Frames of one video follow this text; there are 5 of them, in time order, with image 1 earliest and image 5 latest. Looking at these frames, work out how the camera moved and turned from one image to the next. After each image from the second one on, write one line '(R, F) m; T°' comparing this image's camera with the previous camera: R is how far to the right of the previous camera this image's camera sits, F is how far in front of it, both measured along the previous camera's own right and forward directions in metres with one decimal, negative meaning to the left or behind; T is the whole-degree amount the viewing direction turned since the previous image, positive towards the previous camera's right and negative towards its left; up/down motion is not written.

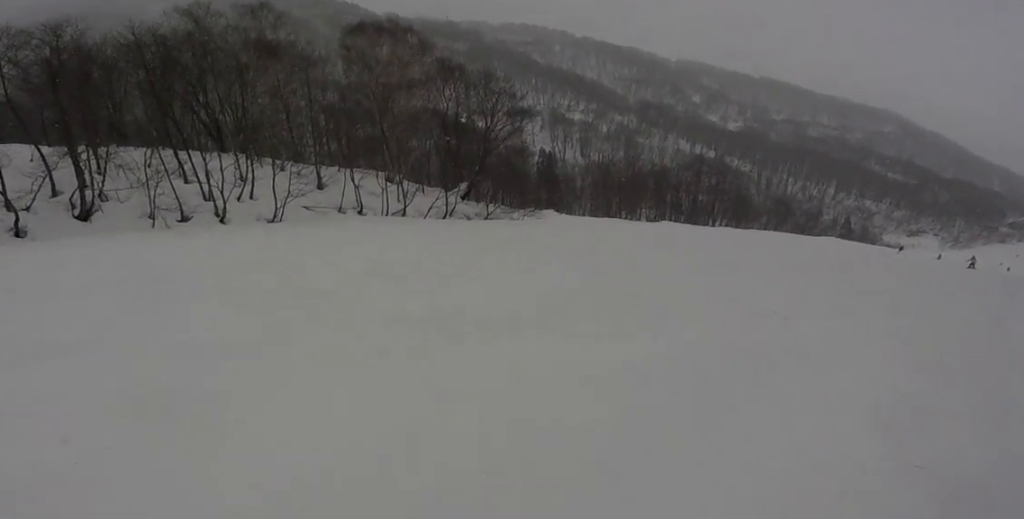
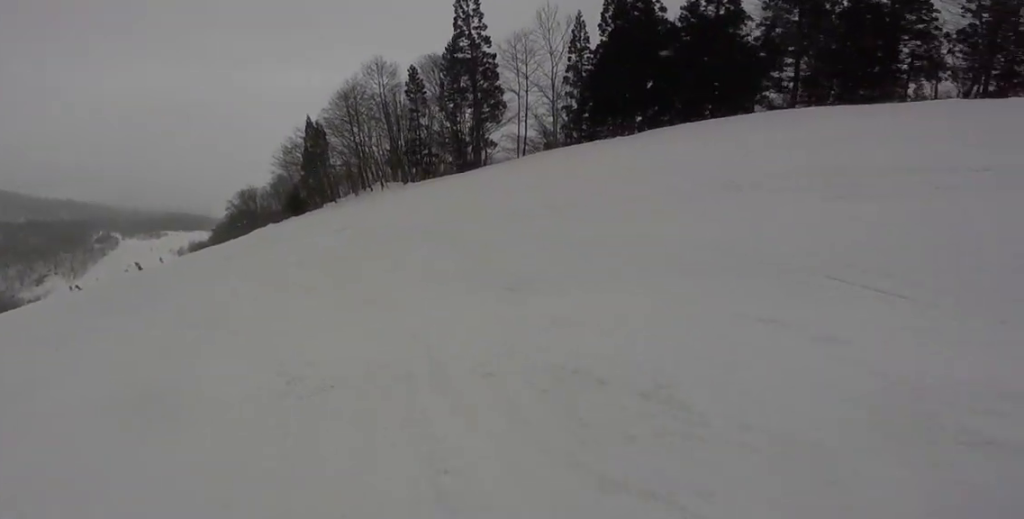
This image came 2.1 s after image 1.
(+2.4, +8.4) m; +46°
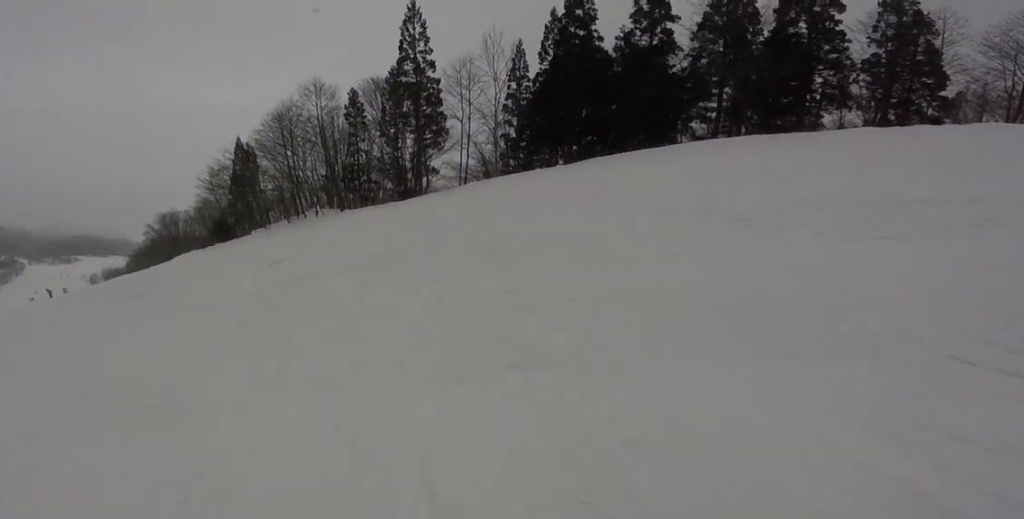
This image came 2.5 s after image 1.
(-0.6, +1.8) m; +14°
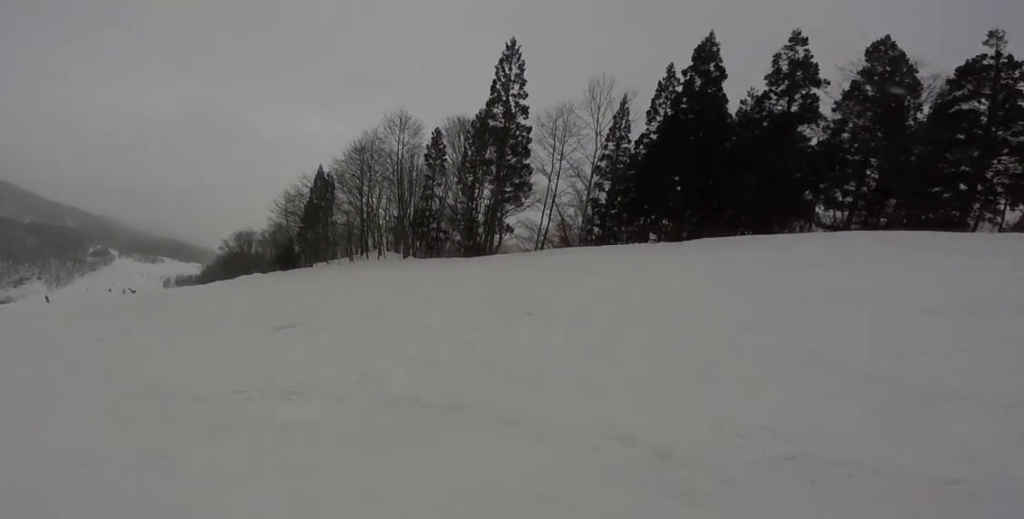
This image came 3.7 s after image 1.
(+2.0, +5.5) m; 0°
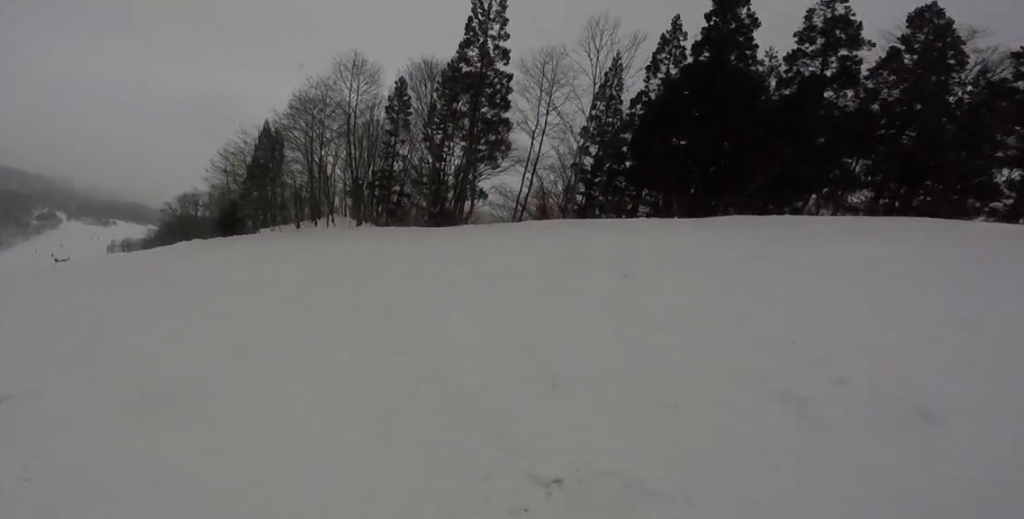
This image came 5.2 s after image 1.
(-1.3, +6.6) m; +1°
